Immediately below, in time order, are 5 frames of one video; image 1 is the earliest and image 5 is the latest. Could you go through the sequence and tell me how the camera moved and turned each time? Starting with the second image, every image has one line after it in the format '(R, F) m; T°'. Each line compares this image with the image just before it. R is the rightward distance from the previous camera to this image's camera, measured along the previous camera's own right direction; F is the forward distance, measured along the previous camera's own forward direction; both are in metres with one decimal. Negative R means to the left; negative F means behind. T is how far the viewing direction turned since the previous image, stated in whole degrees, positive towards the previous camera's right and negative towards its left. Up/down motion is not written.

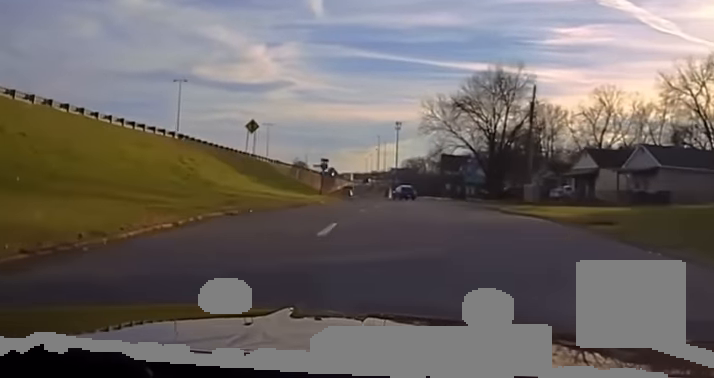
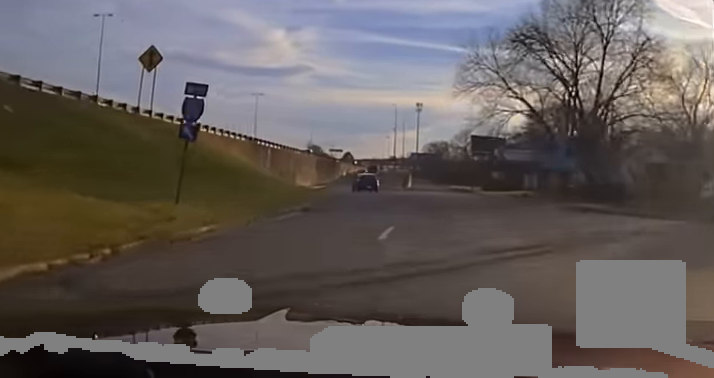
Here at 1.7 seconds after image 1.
(-0.7, +39.3) m; -3°
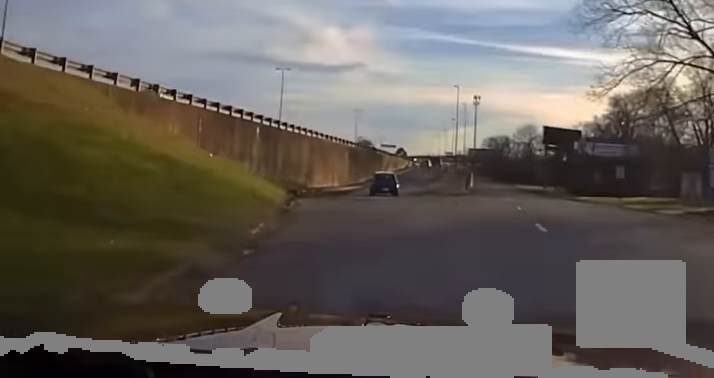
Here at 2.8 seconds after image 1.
(-0.6, +28.6) m; -2°
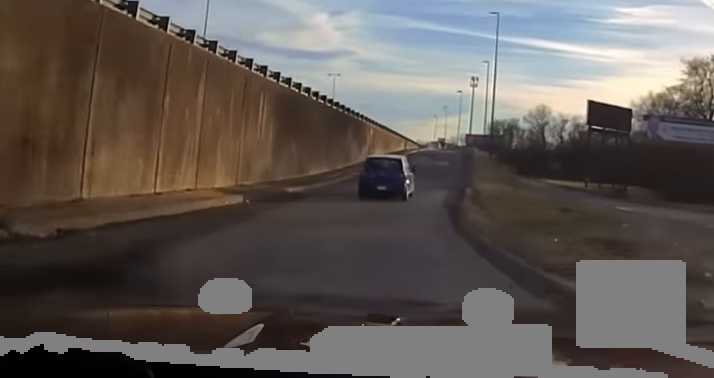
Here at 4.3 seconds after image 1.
(-0.5, +47.5) m; 0°
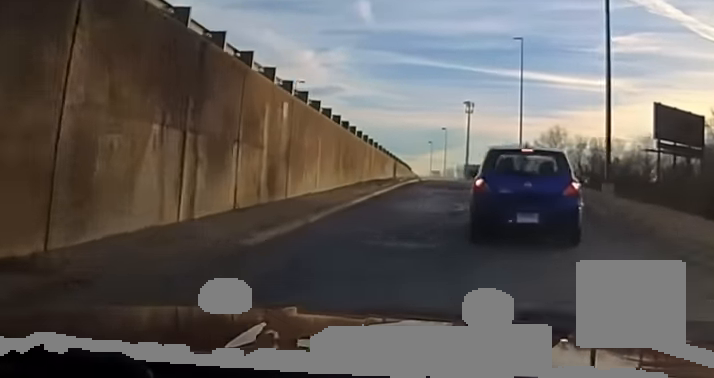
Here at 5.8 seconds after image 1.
(+0.6, +35.6) m; +3°
